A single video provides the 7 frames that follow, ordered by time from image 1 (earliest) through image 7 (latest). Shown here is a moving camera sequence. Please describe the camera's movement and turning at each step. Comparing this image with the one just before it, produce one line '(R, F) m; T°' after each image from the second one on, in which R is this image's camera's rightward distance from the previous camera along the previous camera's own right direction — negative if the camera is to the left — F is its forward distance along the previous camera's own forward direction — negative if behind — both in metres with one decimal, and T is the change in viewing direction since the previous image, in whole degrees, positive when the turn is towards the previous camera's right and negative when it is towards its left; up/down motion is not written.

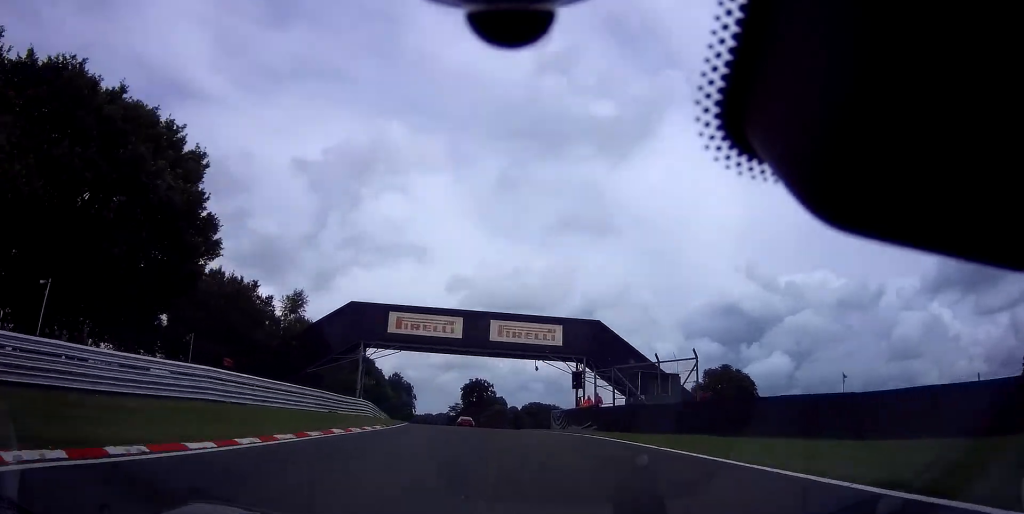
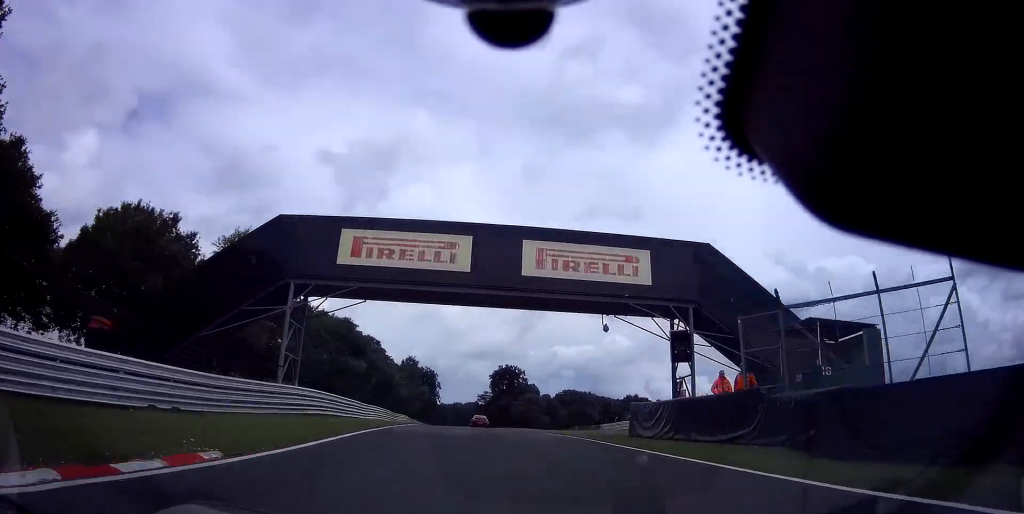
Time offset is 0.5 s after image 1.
(-0.3, +16.8) m; -3°
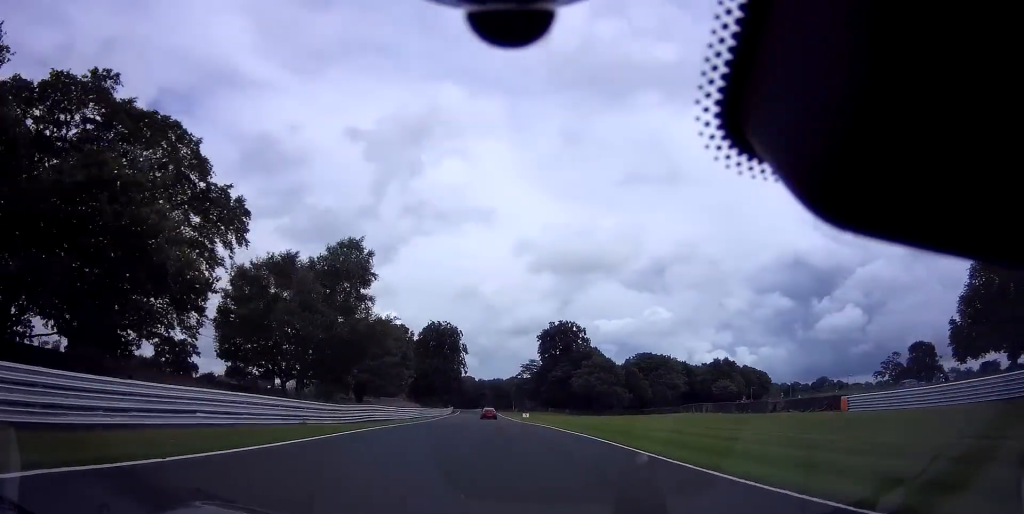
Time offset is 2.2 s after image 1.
(-4.1, +57.9) m; -6°
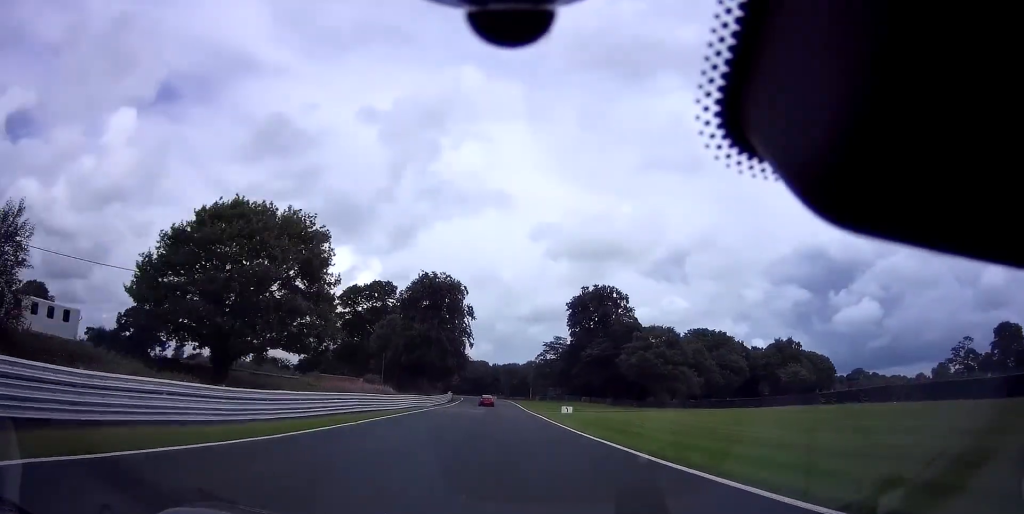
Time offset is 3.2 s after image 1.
(-0.5, +34.5) m; -2°
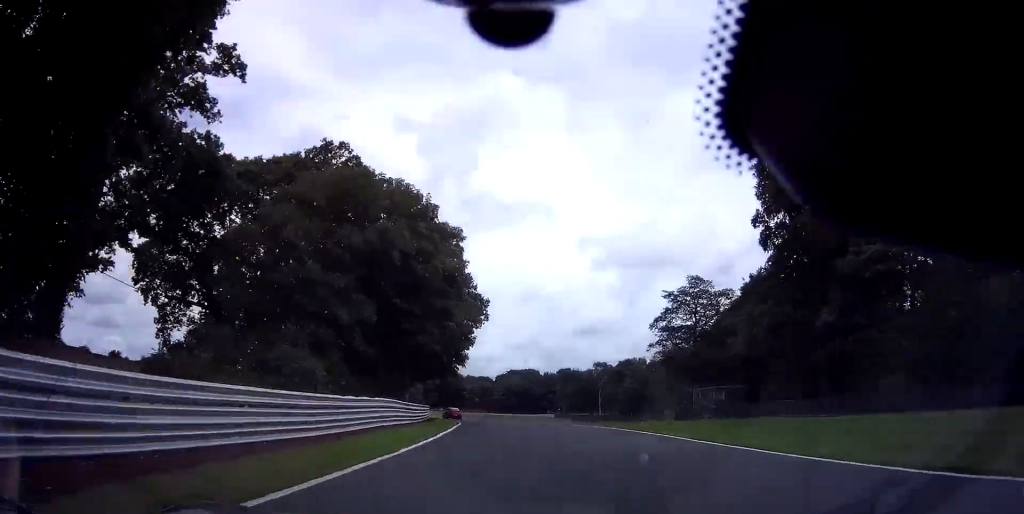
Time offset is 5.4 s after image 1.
(-2.9, +80.0) m; -6°
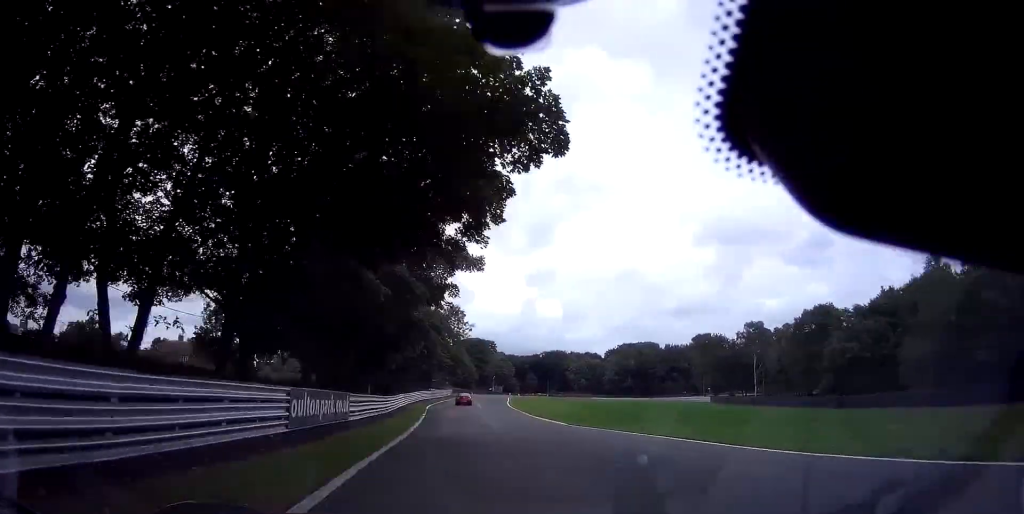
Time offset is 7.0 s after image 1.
(-4.4, +58.6) m; -9°
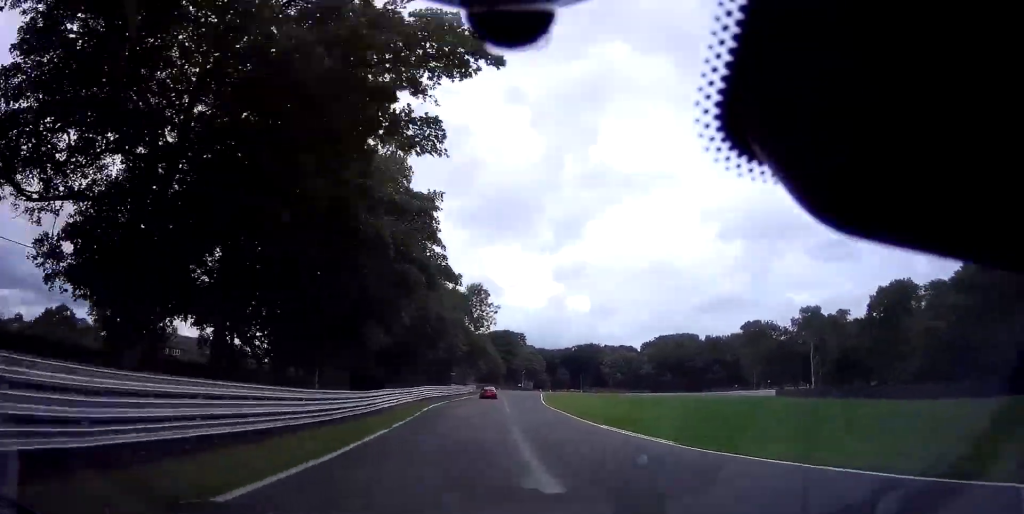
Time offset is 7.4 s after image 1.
(-0.5, +15.9) m; -2°
